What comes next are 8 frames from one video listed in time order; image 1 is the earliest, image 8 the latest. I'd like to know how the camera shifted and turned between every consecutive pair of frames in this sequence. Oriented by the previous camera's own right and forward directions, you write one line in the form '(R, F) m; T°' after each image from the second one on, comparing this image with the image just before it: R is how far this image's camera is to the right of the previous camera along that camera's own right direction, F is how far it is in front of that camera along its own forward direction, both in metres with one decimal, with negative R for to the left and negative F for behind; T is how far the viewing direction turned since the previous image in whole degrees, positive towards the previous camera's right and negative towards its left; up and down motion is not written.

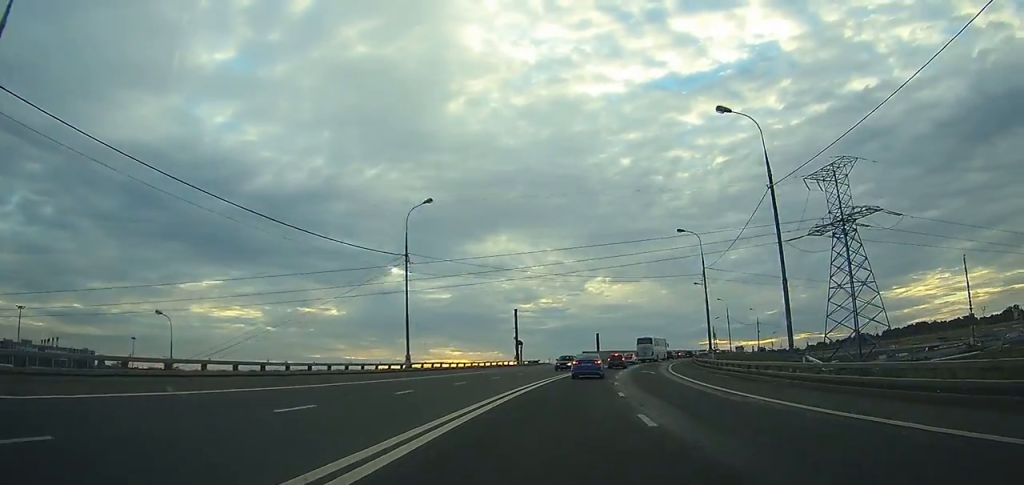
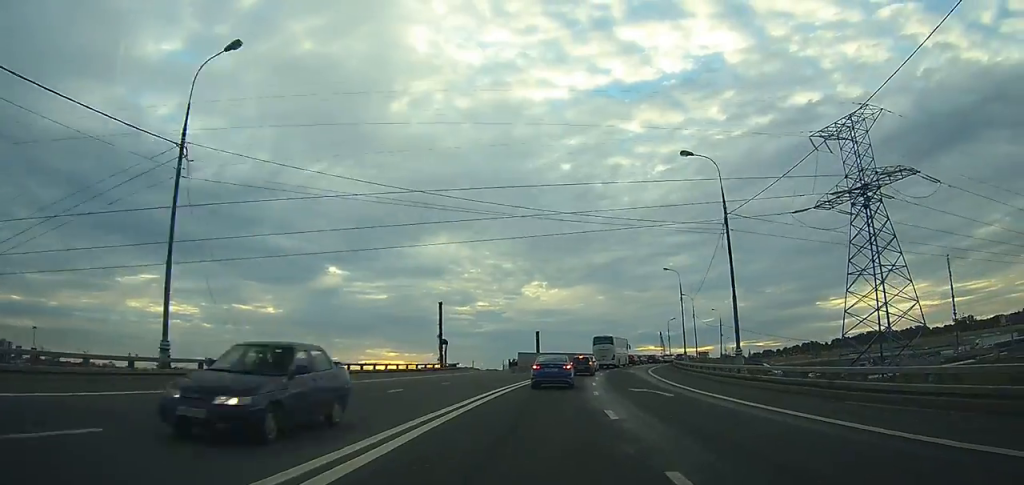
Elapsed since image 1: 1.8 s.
(+1.0, +23.6) m; +6°
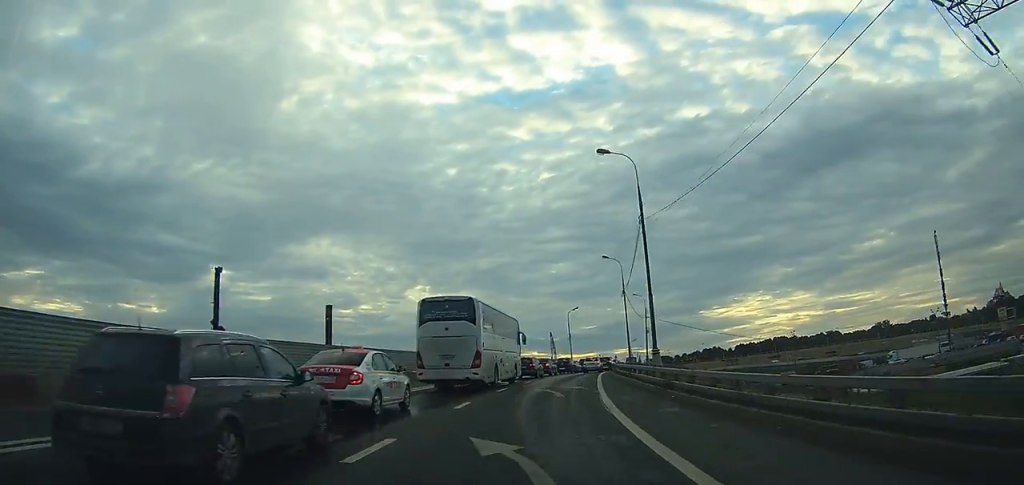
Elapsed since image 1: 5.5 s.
(+5.2, +43.9) m; +13°
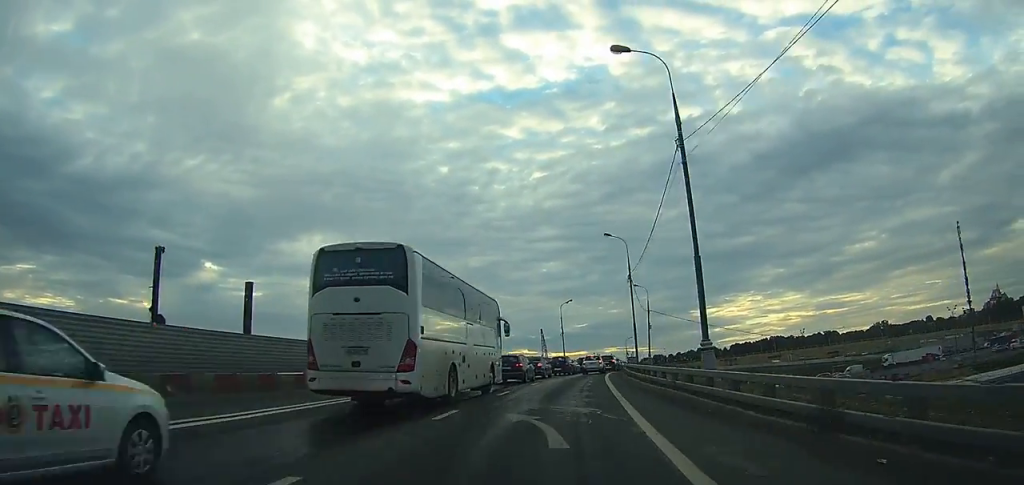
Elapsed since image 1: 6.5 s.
(+0.5, +9.8) m; +2°
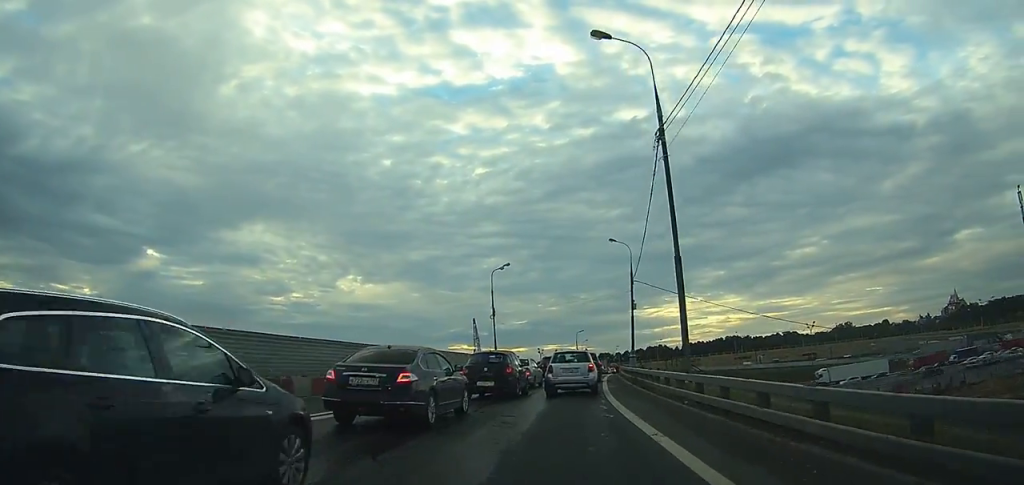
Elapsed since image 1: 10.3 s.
(+1.7, +30.0) m; +6°
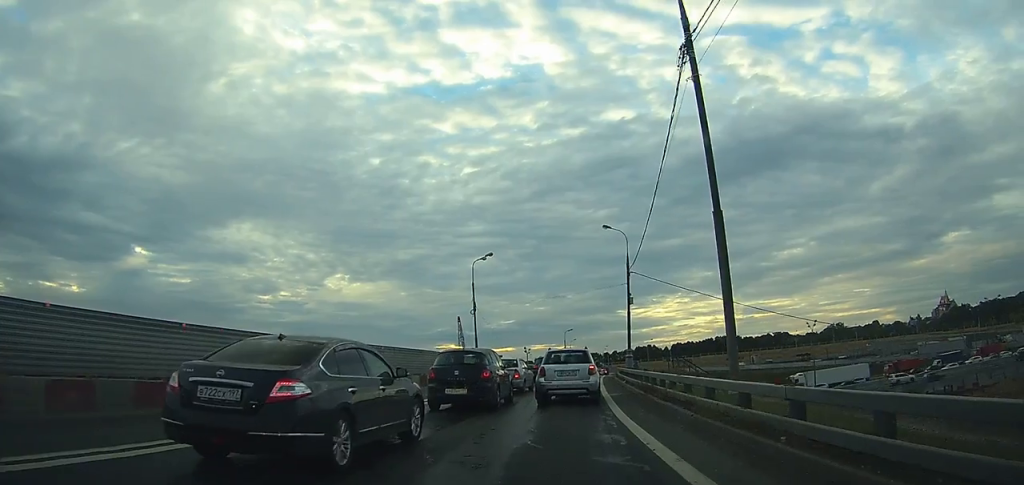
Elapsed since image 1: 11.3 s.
(0.0, +6.3) m; +2°
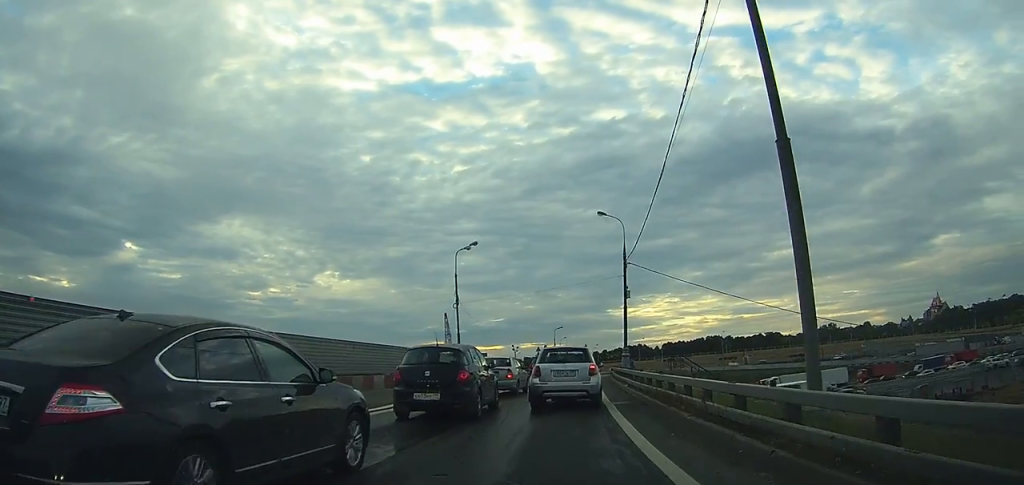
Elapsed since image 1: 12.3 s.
(+0.1, +5.4) m; +1°
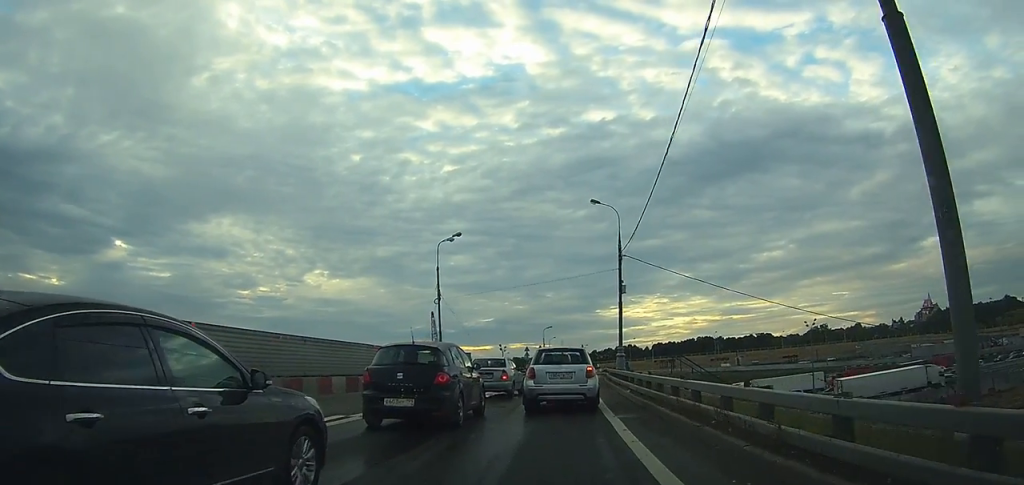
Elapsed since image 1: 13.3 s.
(+0.2, +4.7) m; +1°
